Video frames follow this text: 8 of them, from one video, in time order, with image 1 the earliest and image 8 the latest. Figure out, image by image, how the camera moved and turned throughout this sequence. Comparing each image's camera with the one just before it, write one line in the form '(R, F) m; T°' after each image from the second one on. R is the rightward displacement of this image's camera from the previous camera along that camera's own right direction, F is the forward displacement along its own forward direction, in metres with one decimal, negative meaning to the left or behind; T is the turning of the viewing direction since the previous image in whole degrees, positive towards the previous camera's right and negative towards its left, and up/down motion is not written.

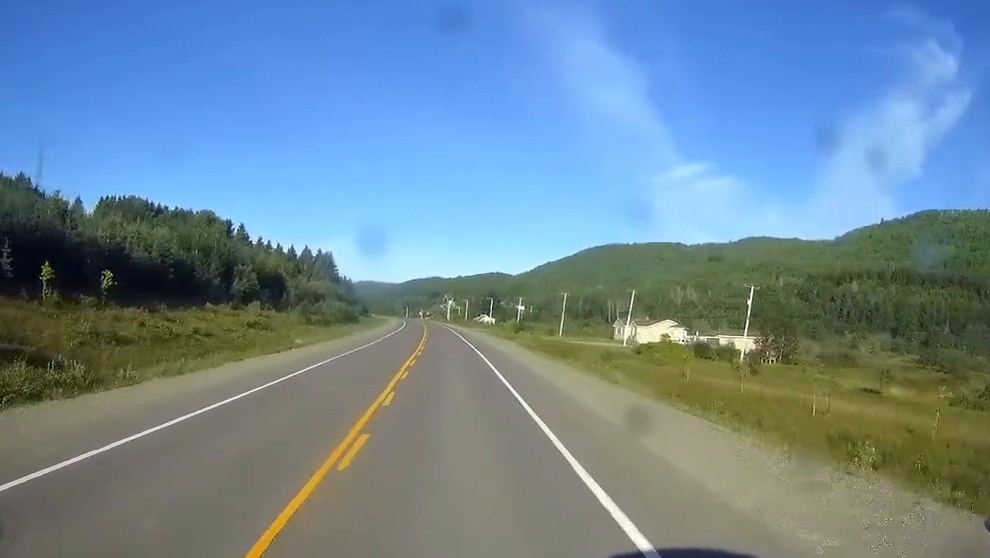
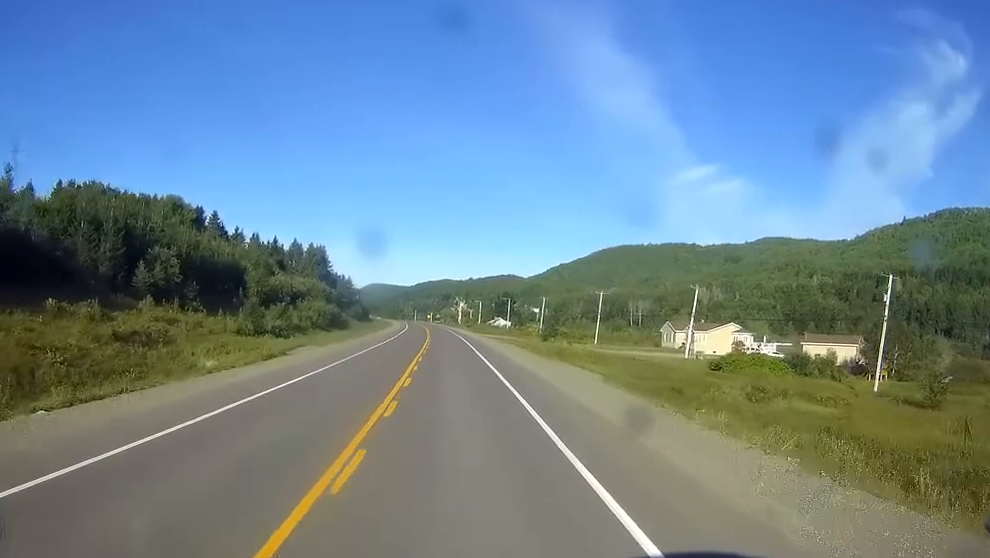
(-0.5, +37.2) m; -1°
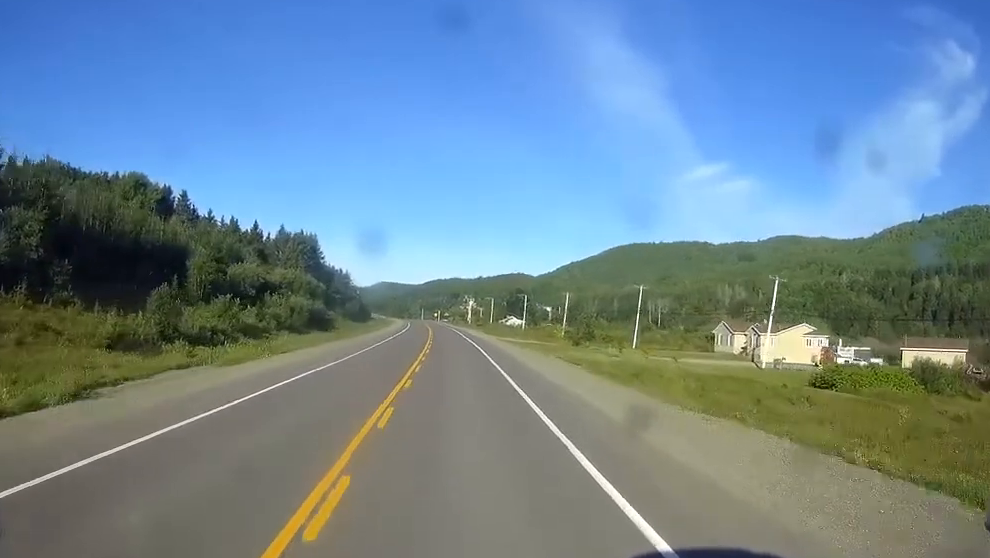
(+0.1, +29.6) m; 0°
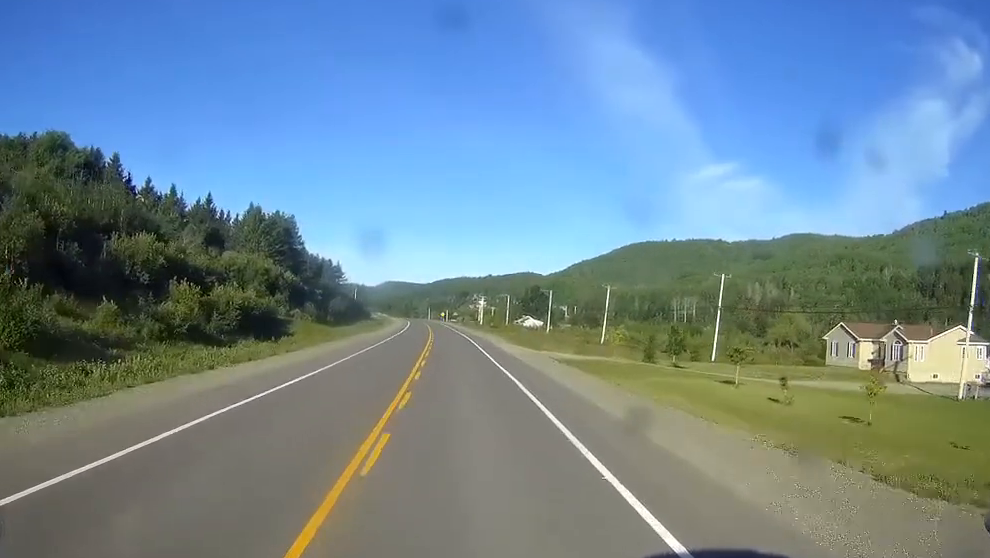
(-0.6, +40.7) m; -1°
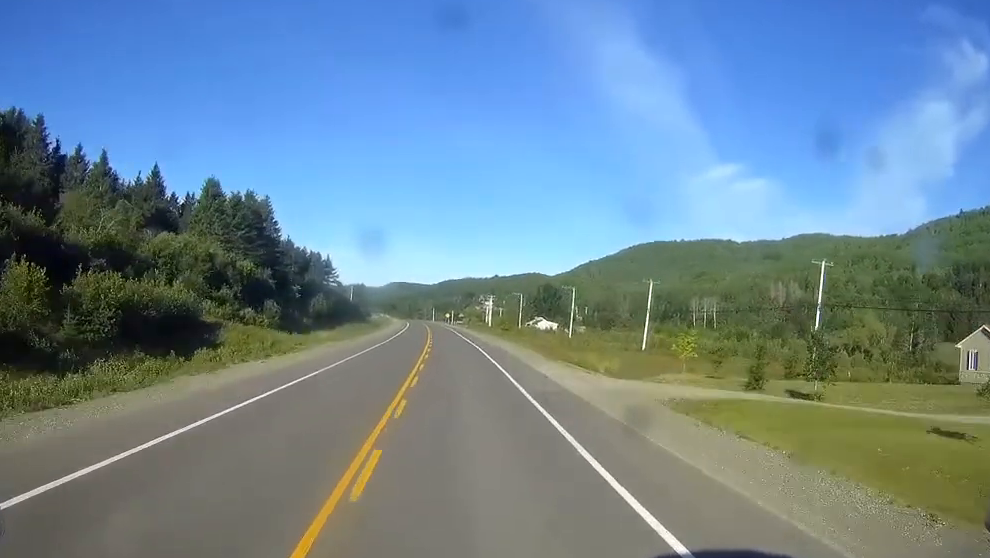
(-0.2, +28.6) m; -1°
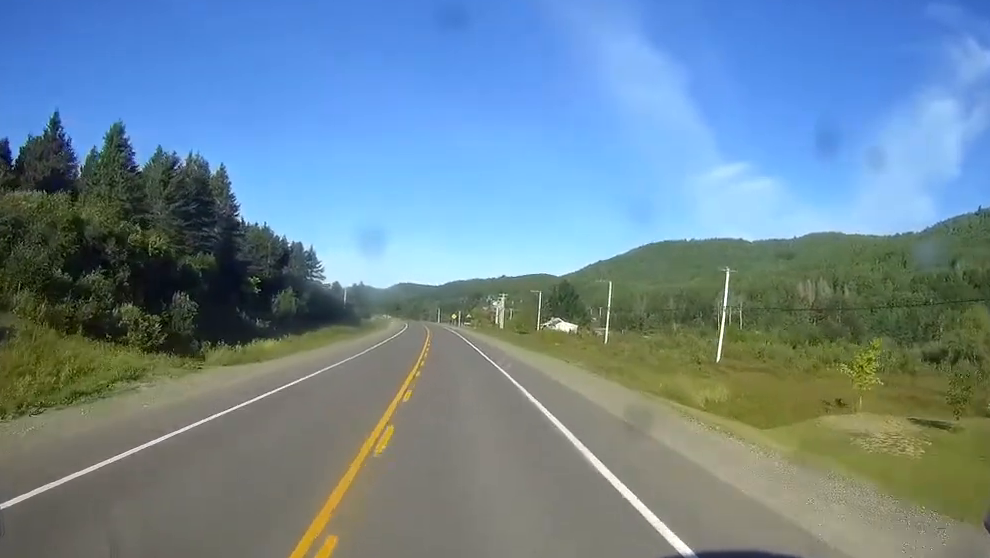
(-0.2, +32.4) m; -1°
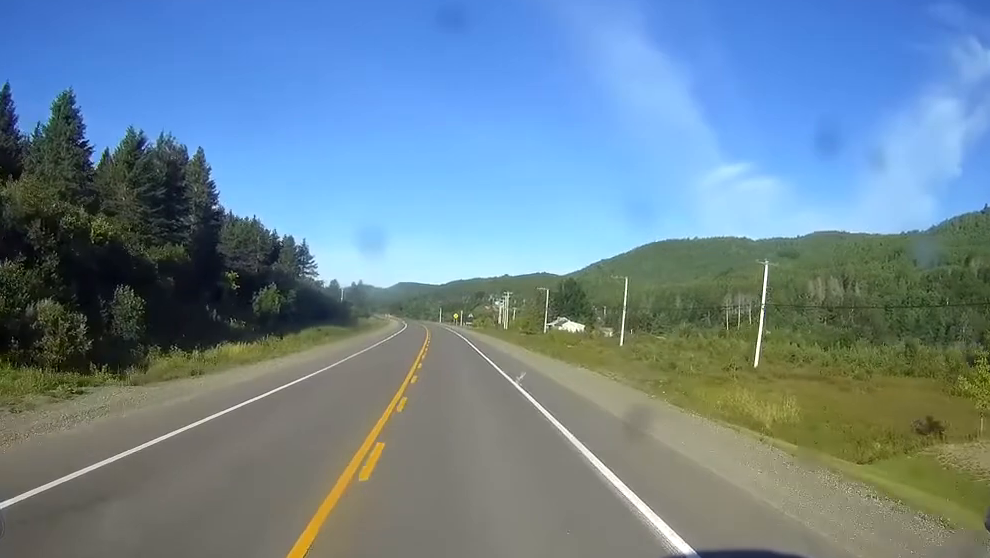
(0.0, +11.1) m; 0°
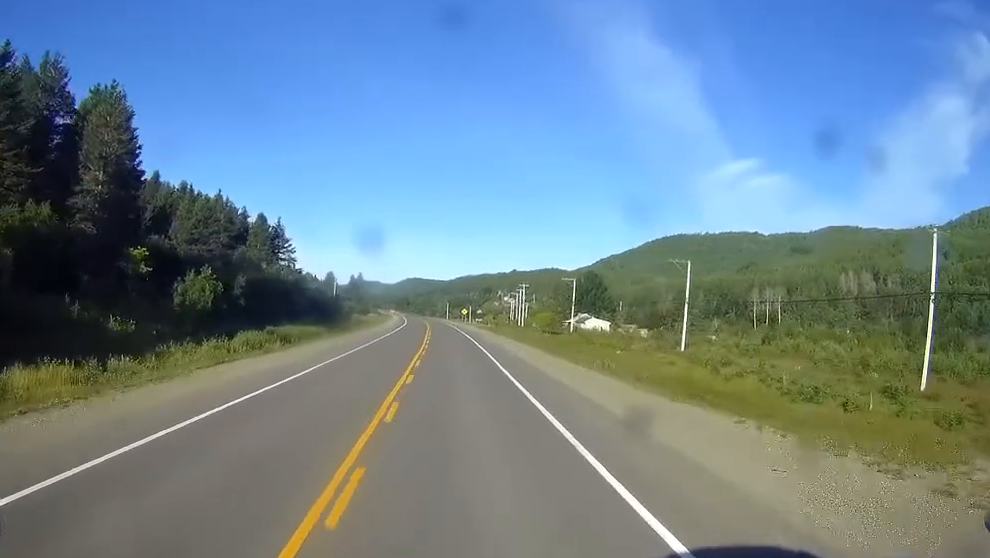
(-0.2, +29.7) m; -1°
